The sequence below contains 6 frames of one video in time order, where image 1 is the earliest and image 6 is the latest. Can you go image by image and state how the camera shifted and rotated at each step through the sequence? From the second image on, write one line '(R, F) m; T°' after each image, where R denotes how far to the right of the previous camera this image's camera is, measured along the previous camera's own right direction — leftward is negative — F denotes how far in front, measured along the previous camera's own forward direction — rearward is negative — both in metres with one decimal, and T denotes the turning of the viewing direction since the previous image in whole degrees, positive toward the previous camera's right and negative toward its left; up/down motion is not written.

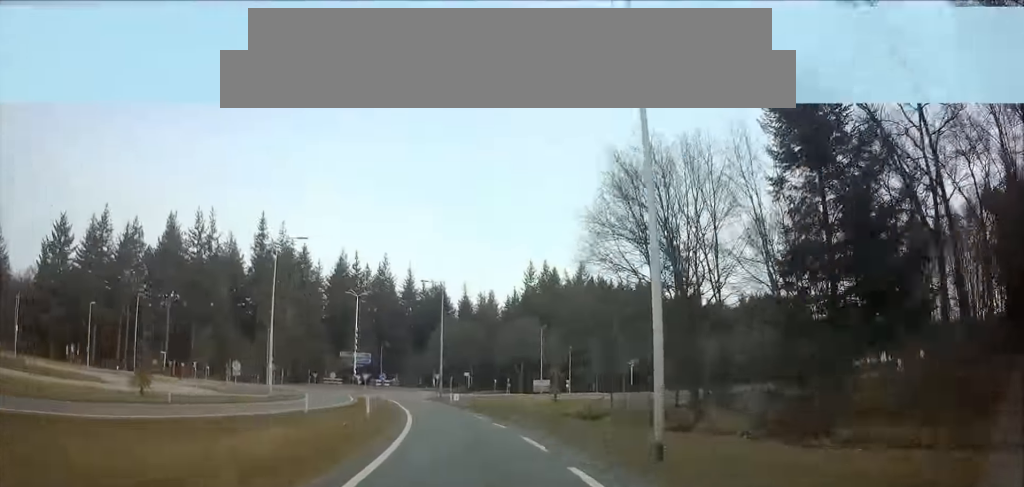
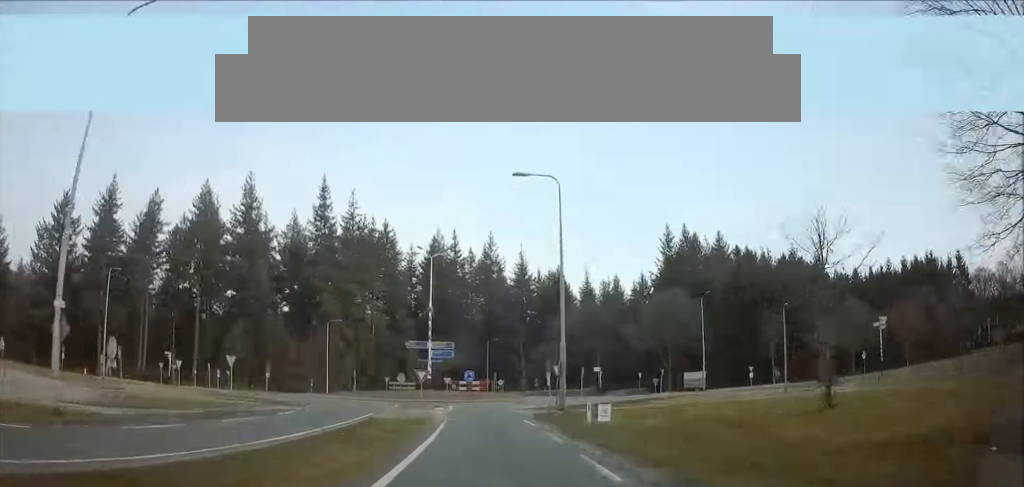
(-1.9, +26.4) m; -5°
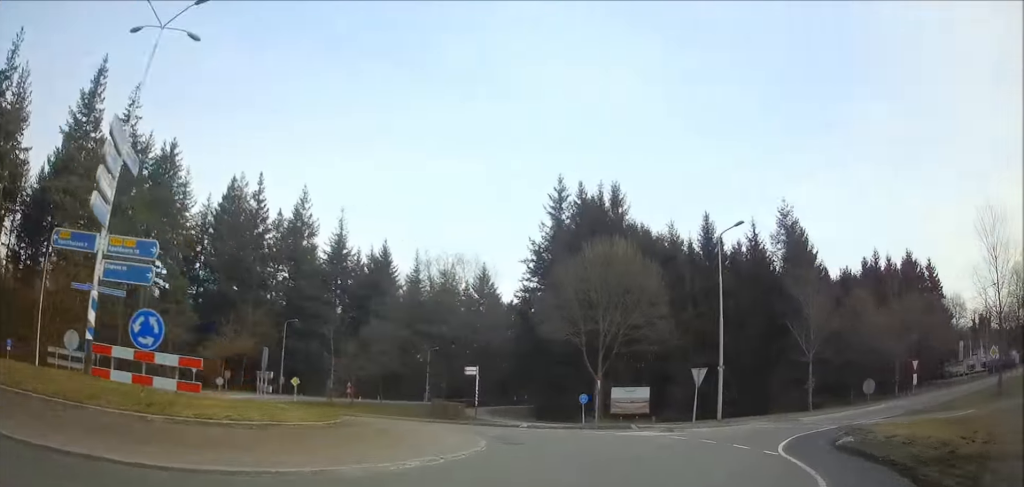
(-0.3, +37.6) m; +2°
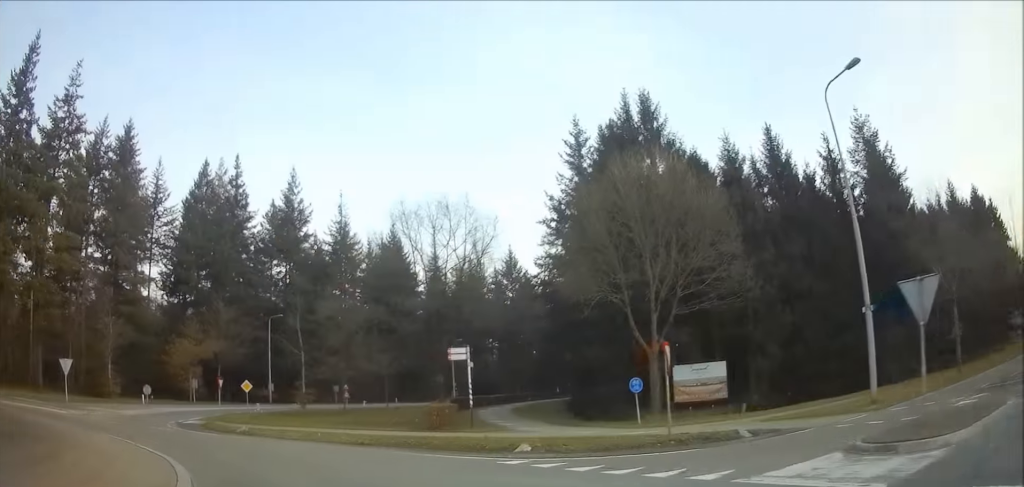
(+1.6, +15.7) m; -11°
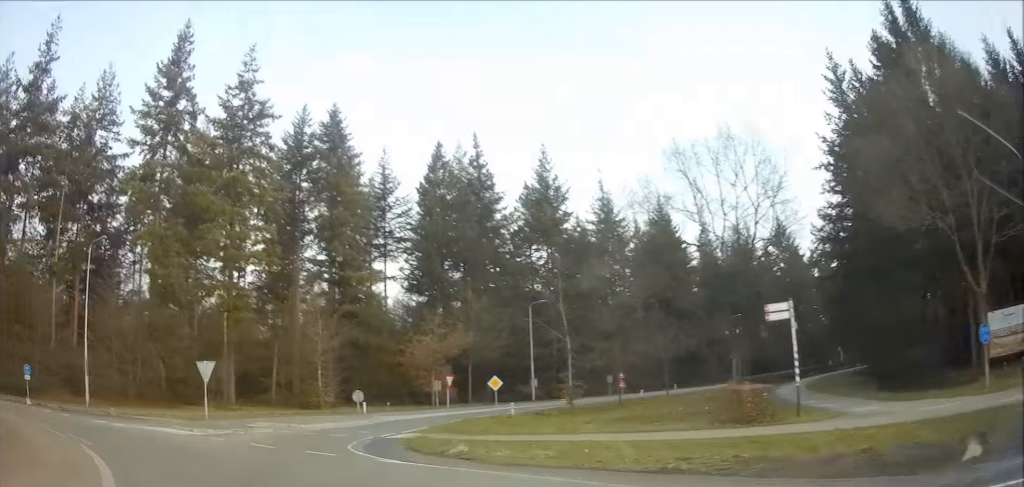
(-2.1, +8.0) m; -4°
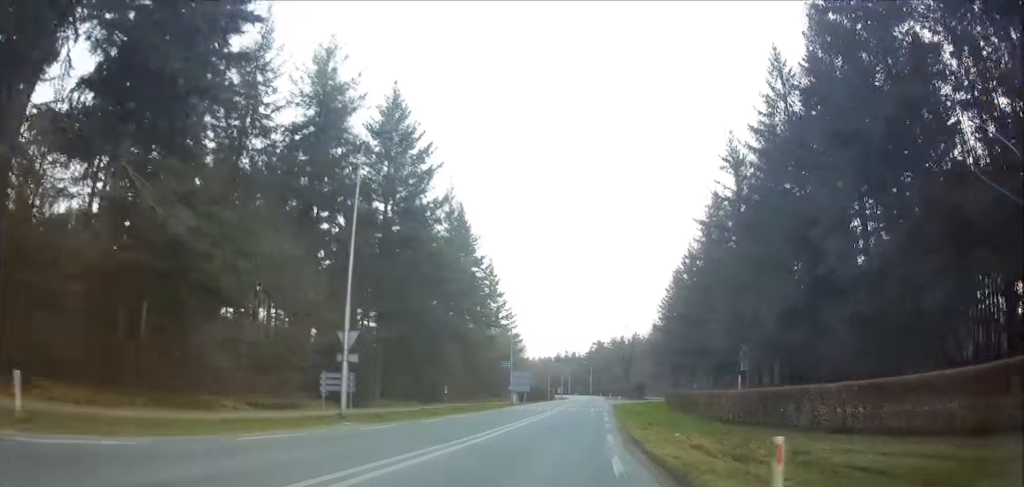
(+21.2, +67.7) m; +44°
